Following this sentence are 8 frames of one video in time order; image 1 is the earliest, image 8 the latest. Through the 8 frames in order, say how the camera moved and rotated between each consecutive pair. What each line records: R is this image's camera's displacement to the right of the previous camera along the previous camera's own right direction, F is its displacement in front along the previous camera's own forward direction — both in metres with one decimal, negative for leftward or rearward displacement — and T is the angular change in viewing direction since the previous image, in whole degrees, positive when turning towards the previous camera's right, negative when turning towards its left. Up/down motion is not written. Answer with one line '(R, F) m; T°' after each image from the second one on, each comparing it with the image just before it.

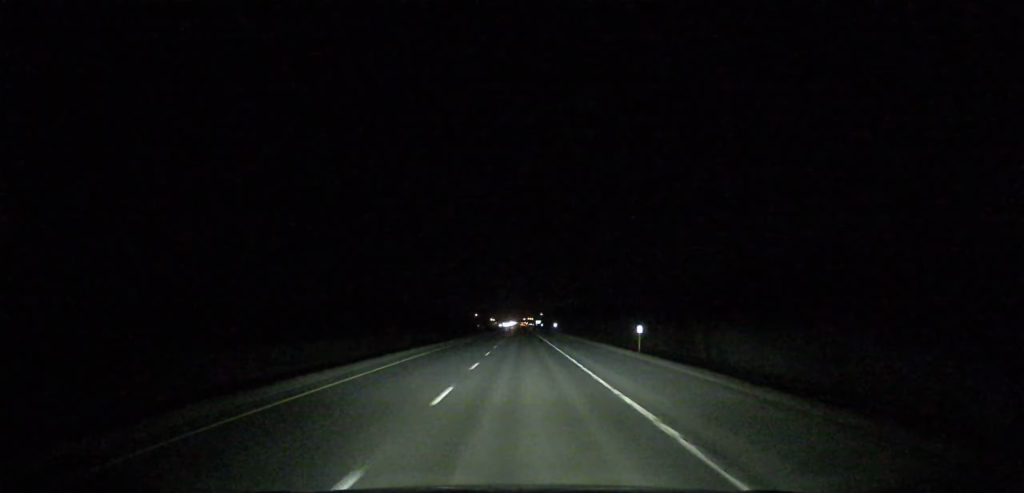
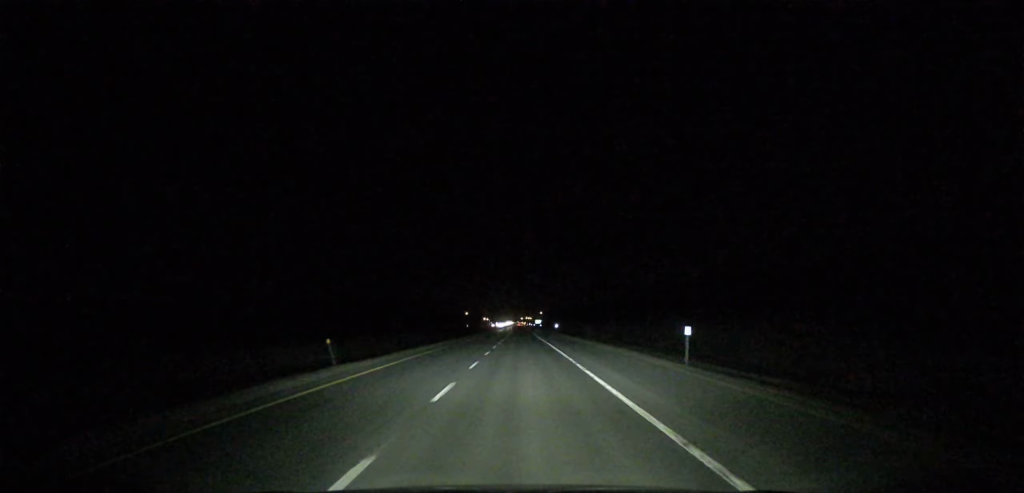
(0.0, +106.9) m; 0°
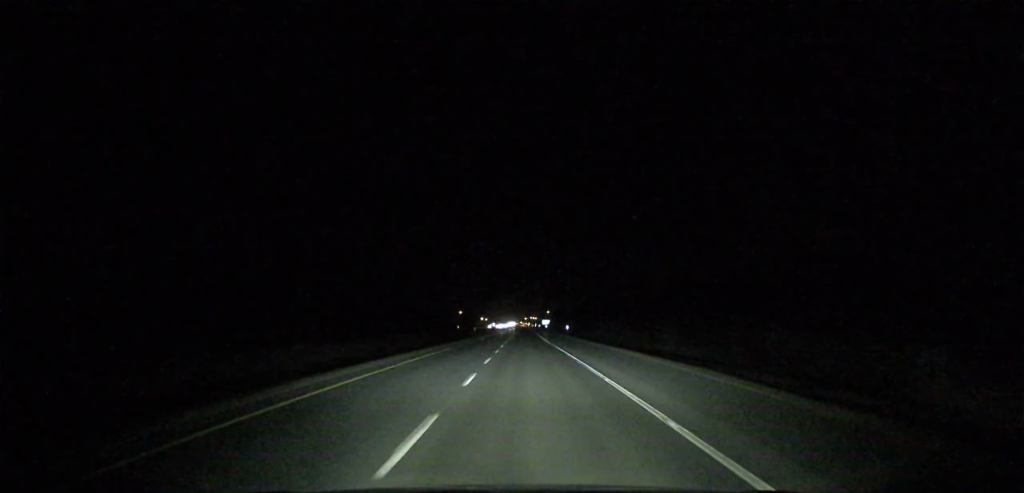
(-0.2, +112.6) m; 0°
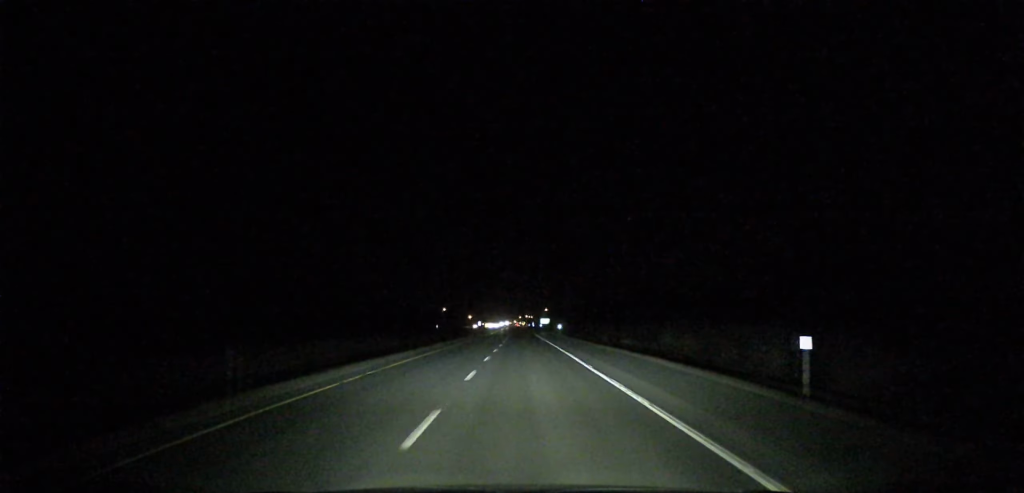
(+0.4, +86.7) m; 0°
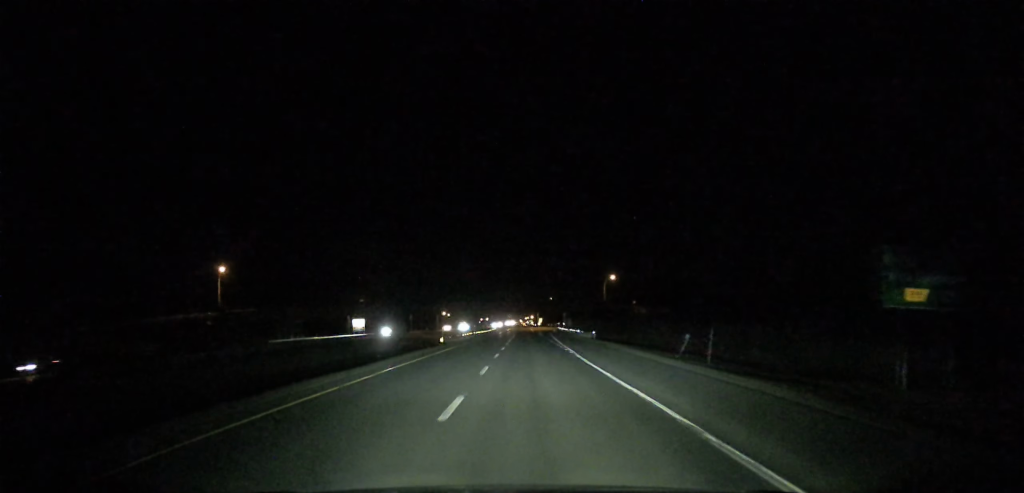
(-0.3, +380.9) m; 0°
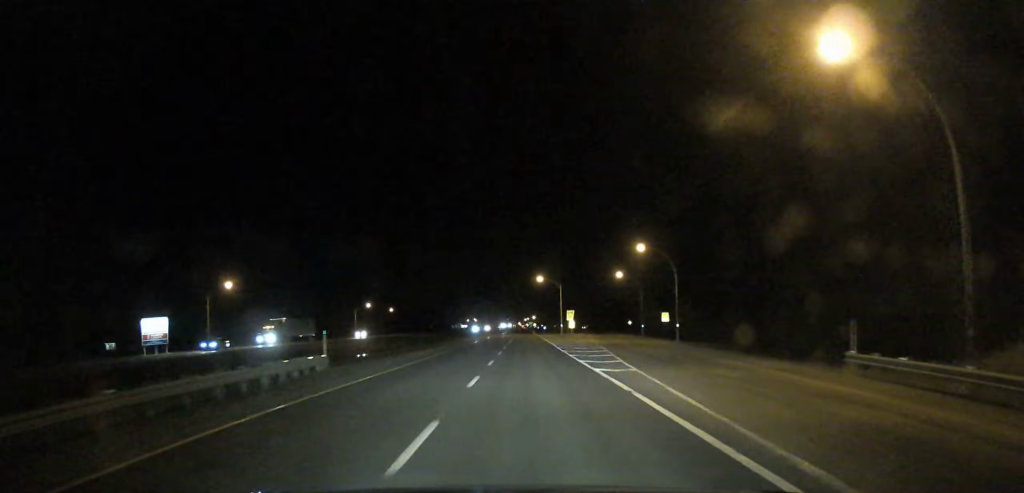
(0.0, +152.2) m; 0°
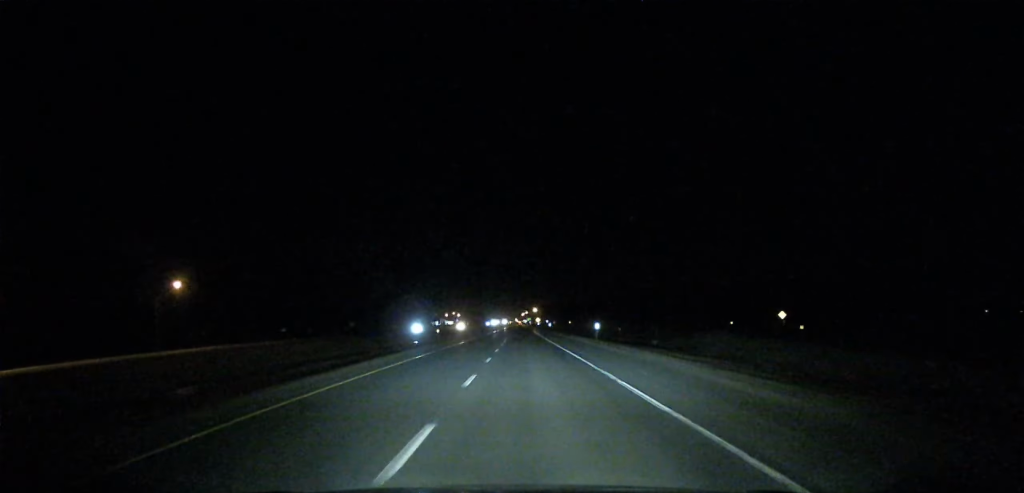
(+0.1, +110.9) m; 0°
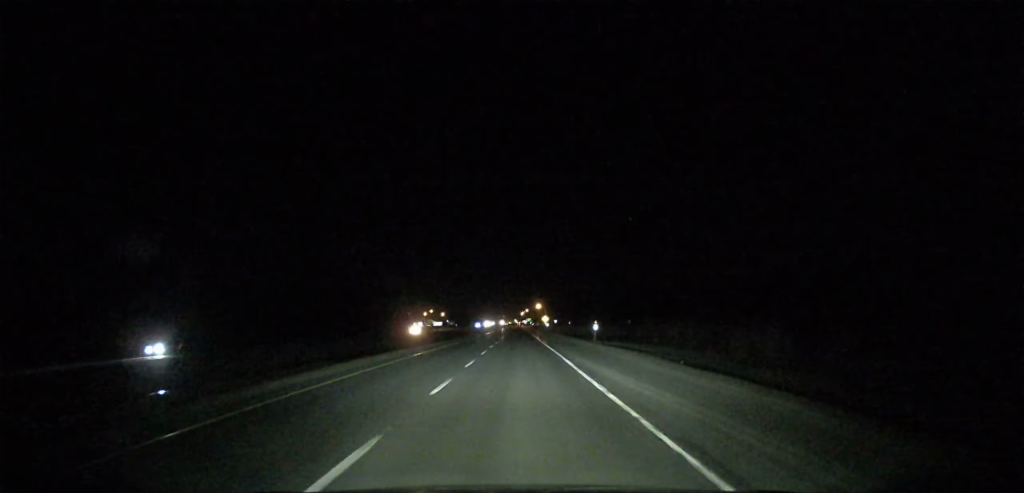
(0.0, +82.0) m; 0°
